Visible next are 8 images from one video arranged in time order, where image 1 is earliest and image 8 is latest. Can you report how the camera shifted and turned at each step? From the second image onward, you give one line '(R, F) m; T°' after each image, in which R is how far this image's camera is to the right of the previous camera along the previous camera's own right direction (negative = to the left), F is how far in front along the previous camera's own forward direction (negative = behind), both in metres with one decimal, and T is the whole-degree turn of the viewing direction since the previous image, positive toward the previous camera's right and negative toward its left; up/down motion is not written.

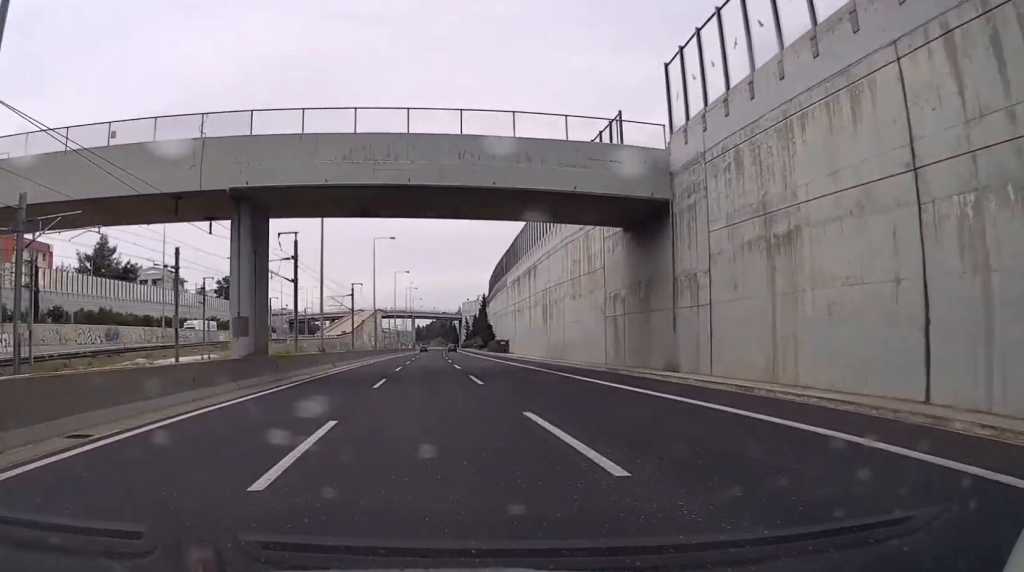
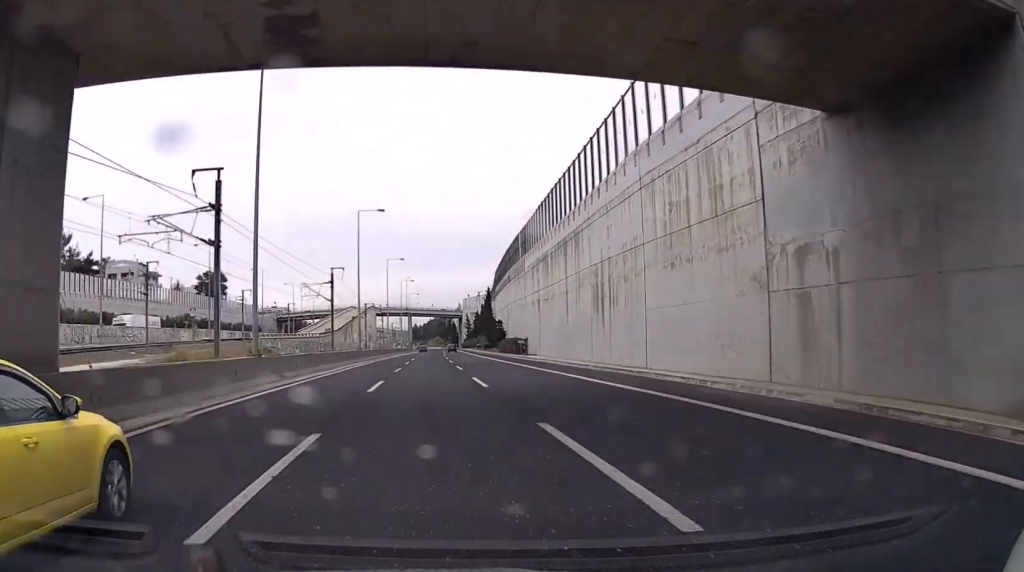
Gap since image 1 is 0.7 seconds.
(0.0, +20.2) m; 0°
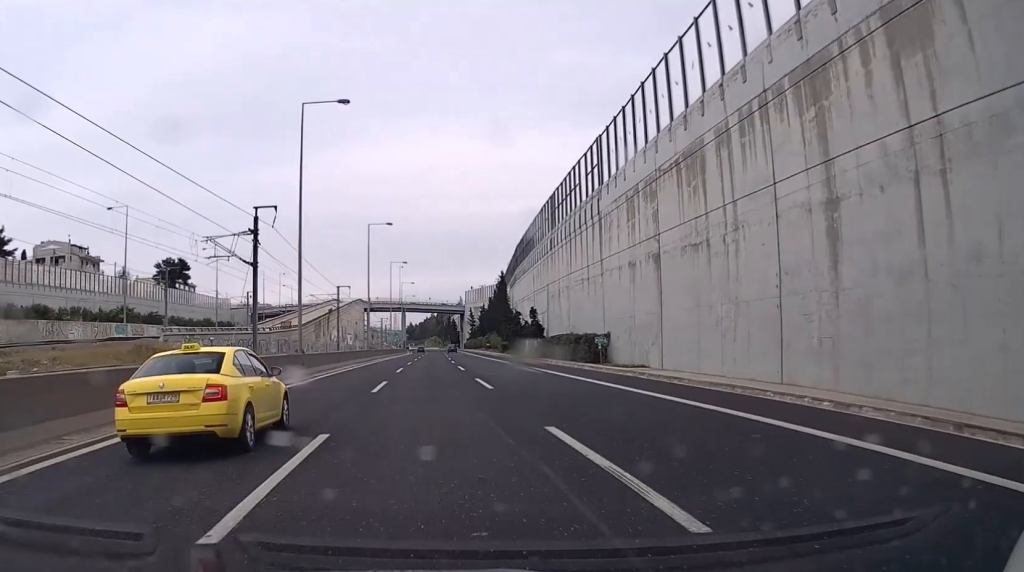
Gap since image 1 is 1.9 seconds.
(+0.1, +35.0) m; +1°
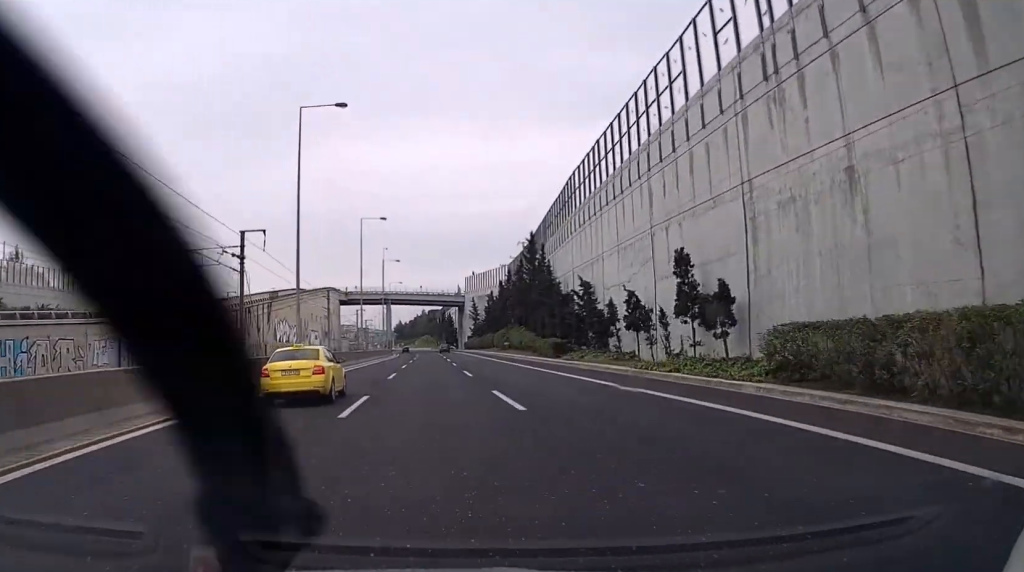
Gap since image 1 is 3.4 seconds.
(+0.6, +44.2) m; +1°
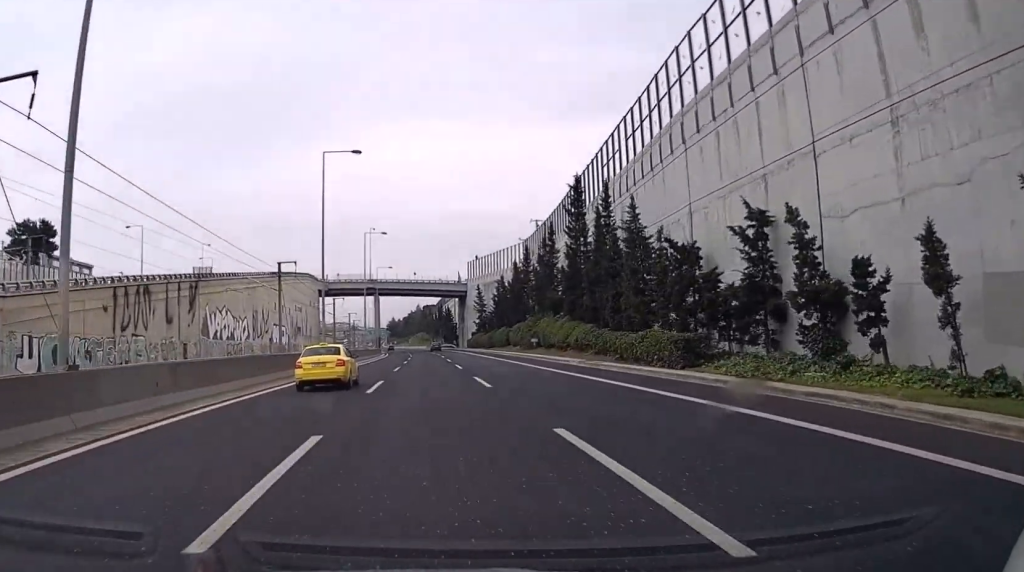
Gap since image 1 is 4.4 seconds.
(0.0, +28.6) m; 0°
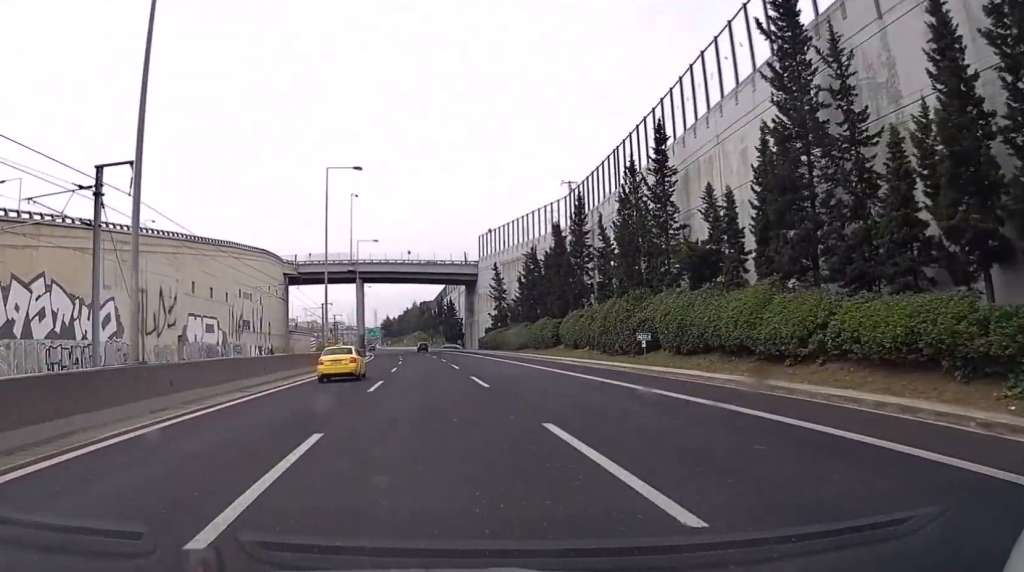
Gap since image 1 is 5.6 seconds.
(+0.2, +35.5) m; 0°
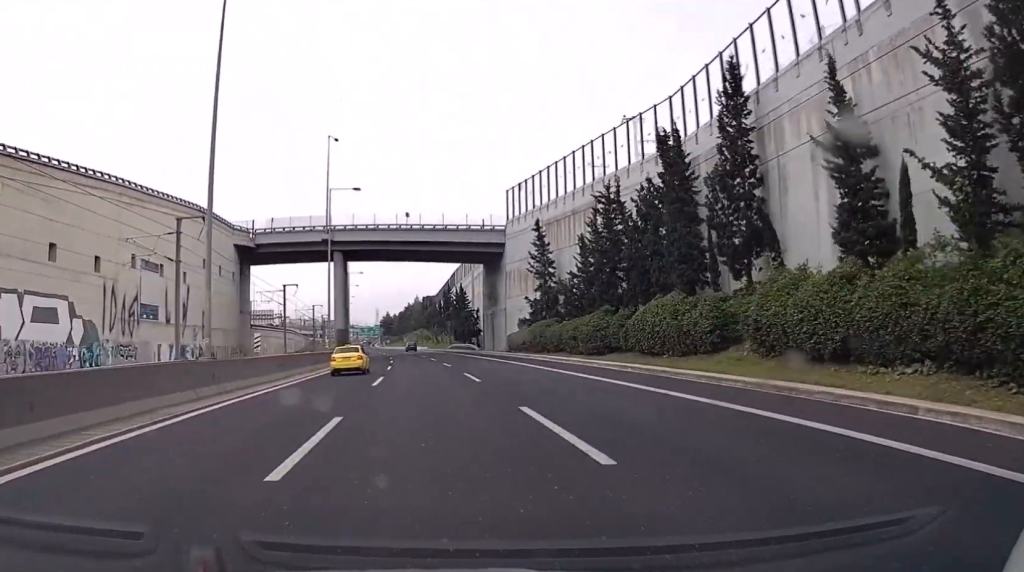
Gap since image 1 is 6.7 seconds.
(-0.2, +32.5) m; 0°
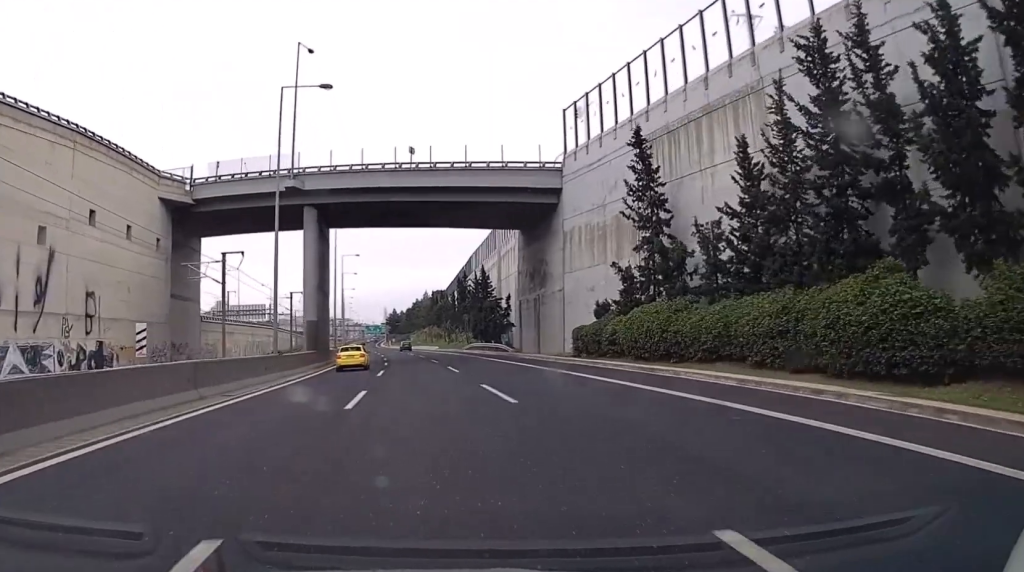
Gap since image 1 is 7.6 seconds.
(+0.1, +27.6) m; 0°
